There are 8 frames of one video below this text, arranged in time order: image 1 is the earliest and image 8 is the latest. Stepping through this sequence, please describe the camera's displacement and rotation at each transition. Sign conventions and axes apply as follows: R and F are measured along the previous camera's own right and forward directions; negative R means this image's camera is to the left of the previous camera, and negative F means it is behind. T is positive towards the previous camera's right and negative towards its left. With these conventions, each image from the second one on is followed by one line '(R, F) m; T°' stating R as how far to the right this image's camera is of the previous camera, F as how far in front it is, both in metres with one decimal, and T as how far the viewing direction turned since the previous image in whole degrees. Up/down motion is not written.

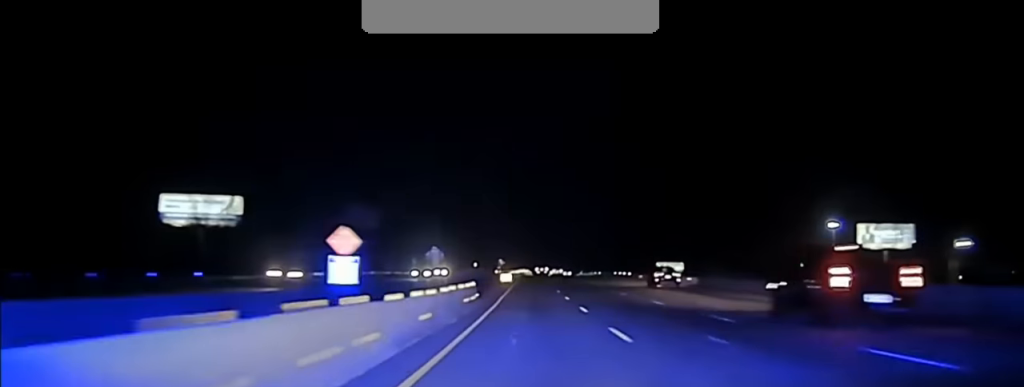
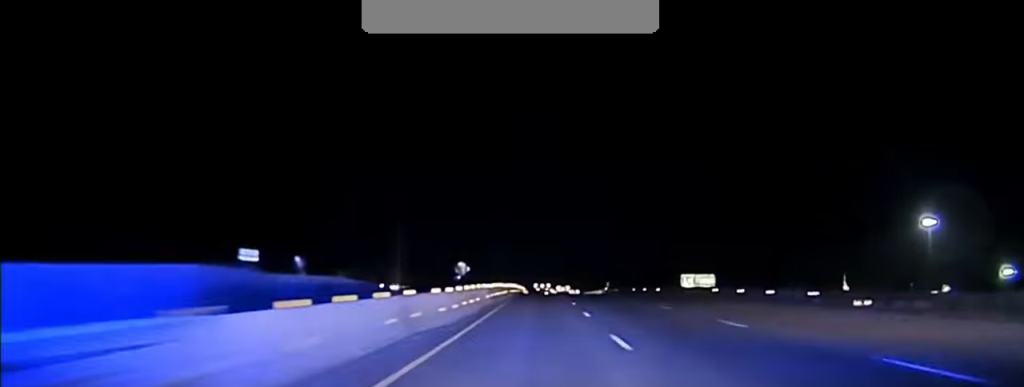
(-0.2, +87.7) m; 0°
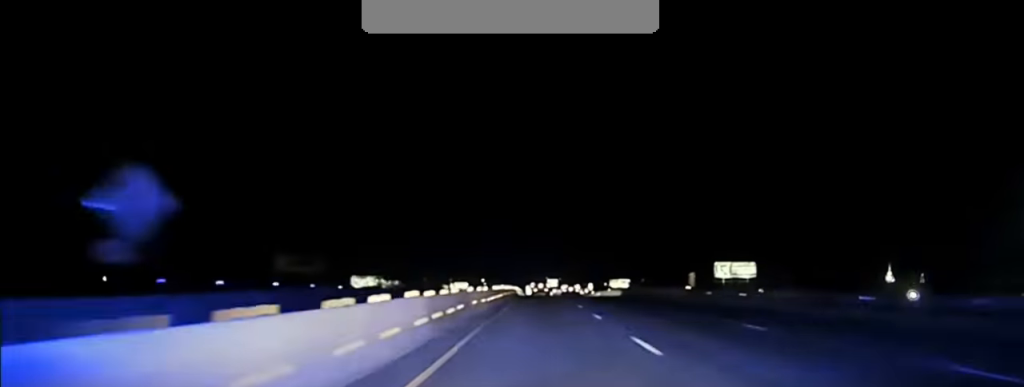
(0.0, +74.9) m; 0°
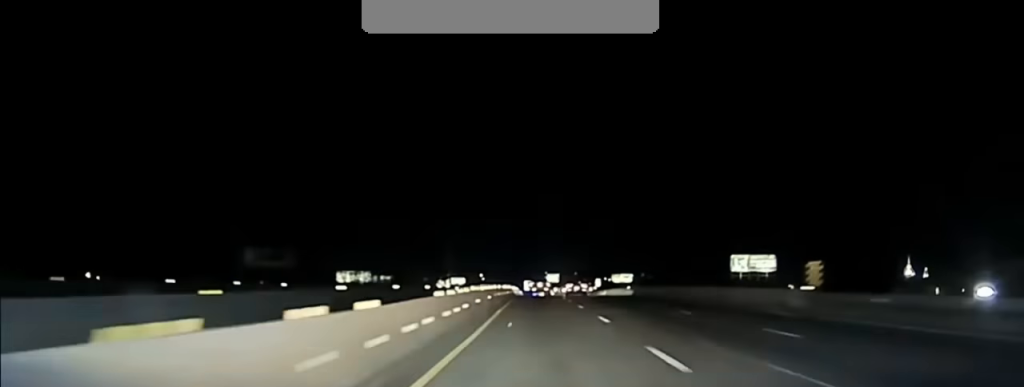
(+0.1, +27.2) m; 0°
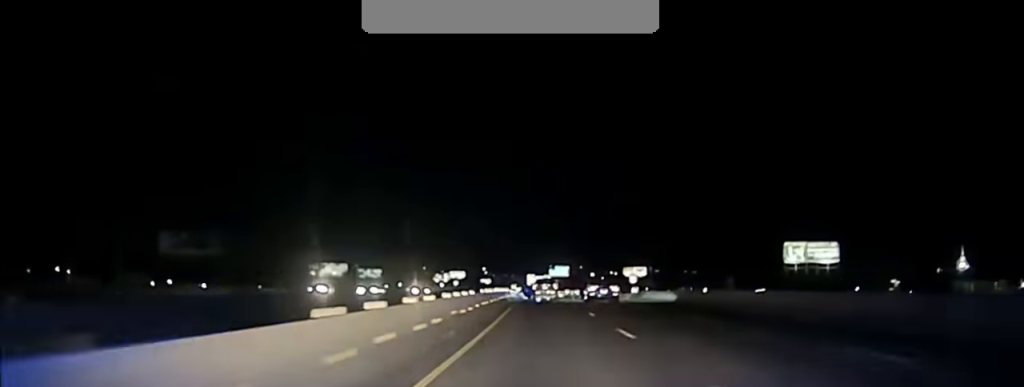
(+0.1, +56.9) m; 0°
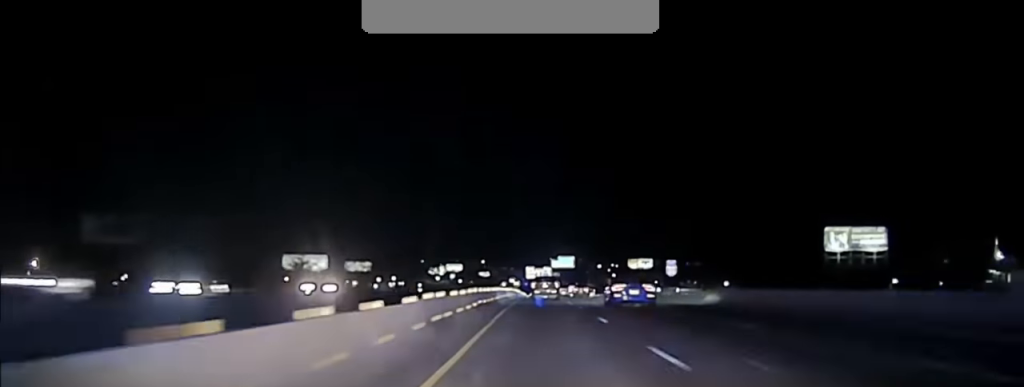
(0.0, +32.3) m; 0°
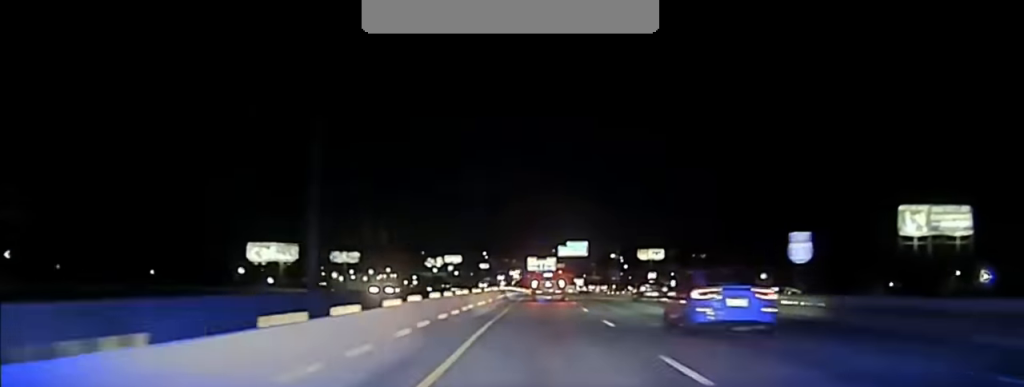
(0.0, +39.0) m; 0°
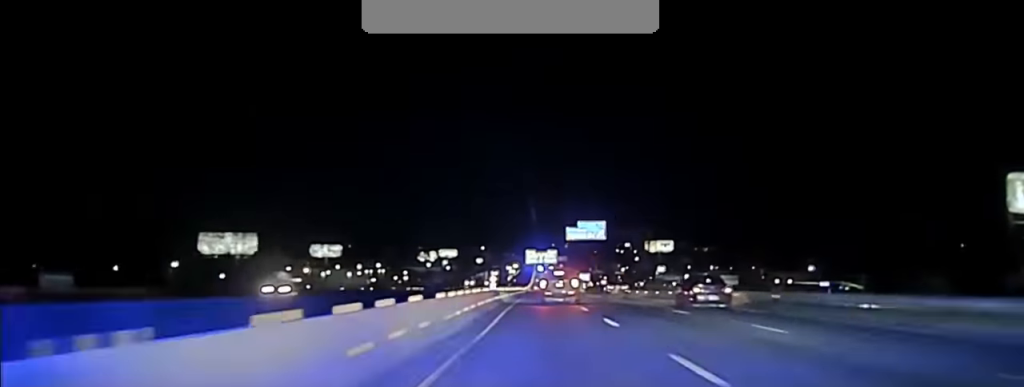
(-0.3, +39.1) m; 0°
